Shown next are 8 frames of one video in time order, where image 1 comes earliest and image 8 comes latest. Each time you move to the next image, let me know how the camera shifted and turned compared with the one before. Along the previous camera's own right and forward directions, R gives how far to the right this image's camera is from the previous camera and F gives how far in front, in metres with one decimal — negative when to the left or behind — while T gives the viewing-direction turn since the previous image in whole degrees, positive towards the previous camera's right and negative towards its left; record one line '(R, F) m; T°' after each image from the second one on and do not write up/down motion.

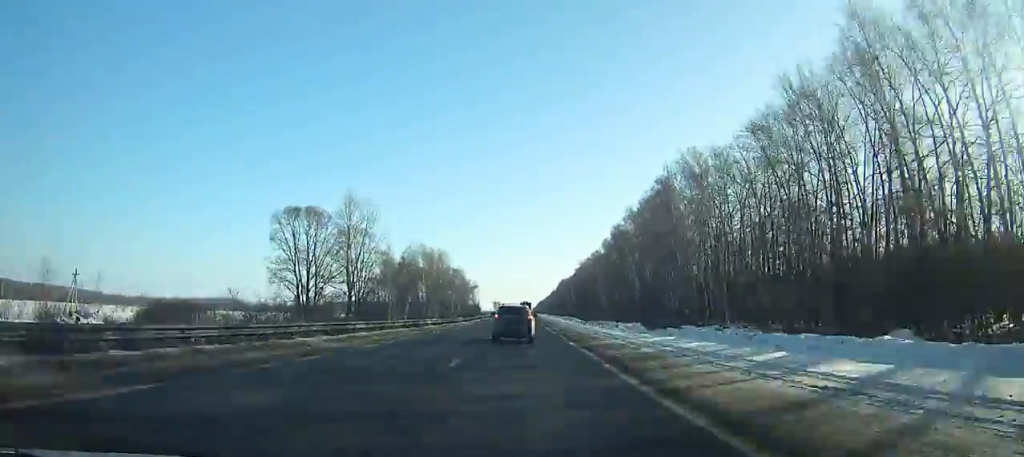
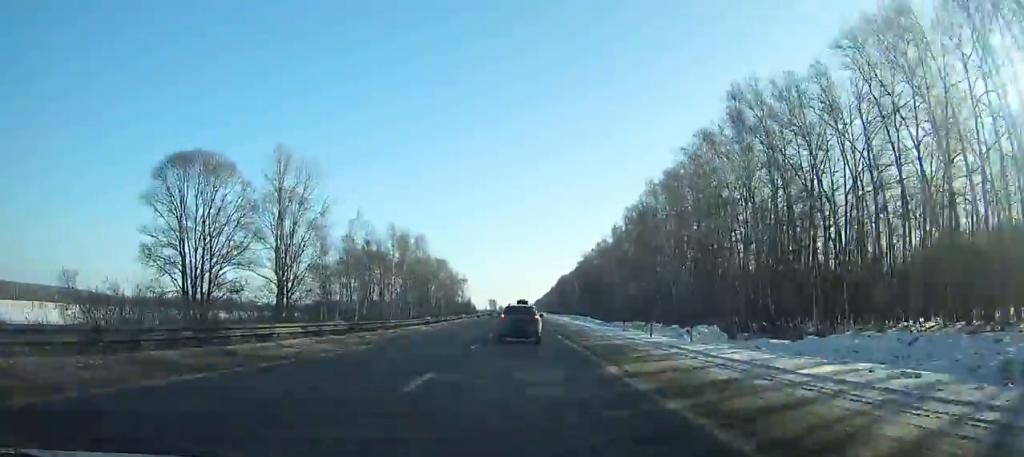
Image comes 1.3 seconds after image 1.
(0.0, +27.1) m; 0°
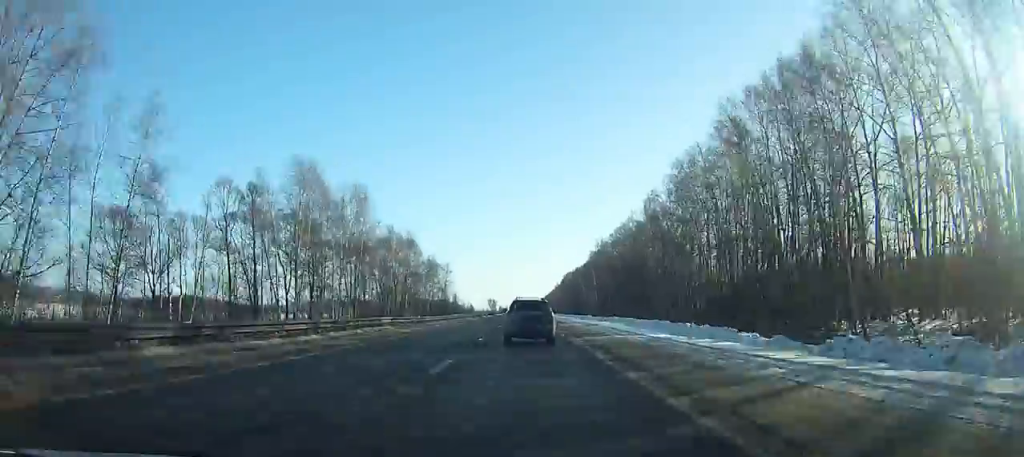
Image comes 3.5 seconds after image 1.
(+0.1, +45.1) m; 0°
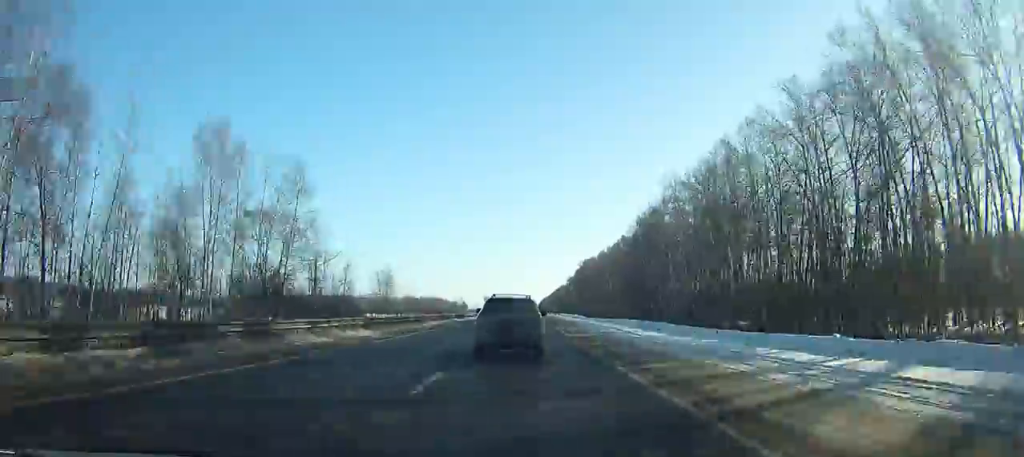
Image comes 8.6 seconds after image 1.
(-0.2, +100.7) m; 0°
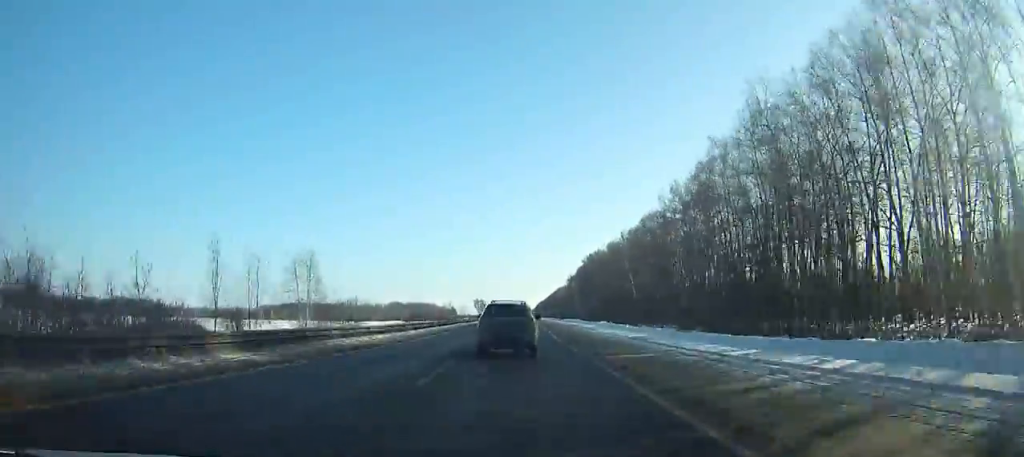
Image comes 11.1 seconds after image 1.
(-0.2, +48.0) m; 0°
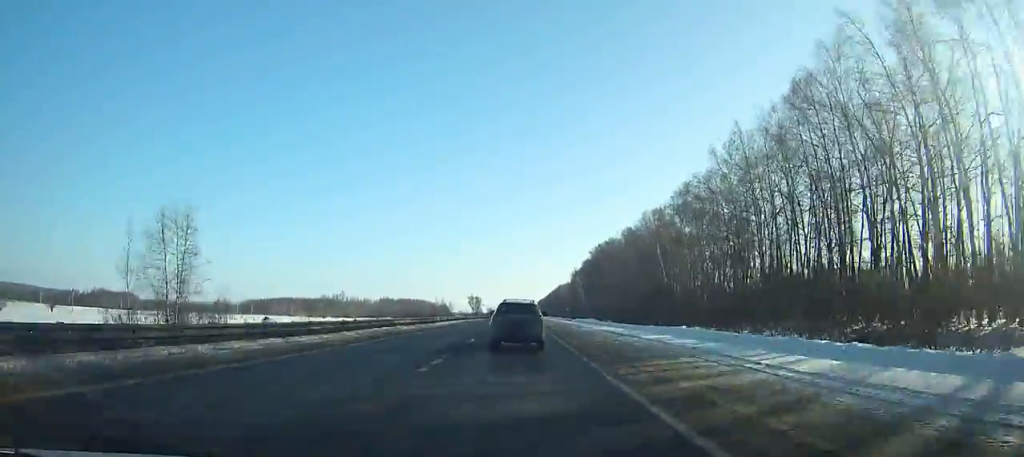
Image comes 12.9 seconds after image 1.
(+0.3, +34.8) m; 0°
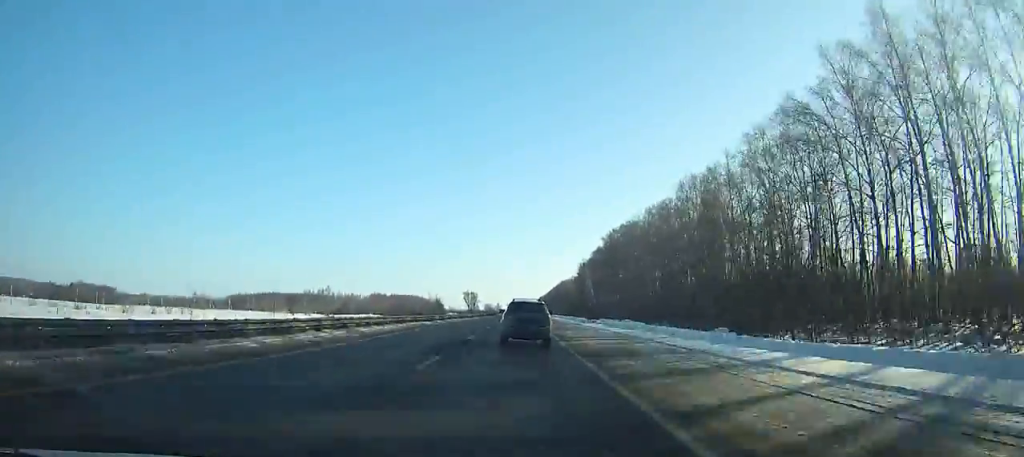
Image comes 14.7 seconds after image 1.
(+0.1, +35.1) m; 0°
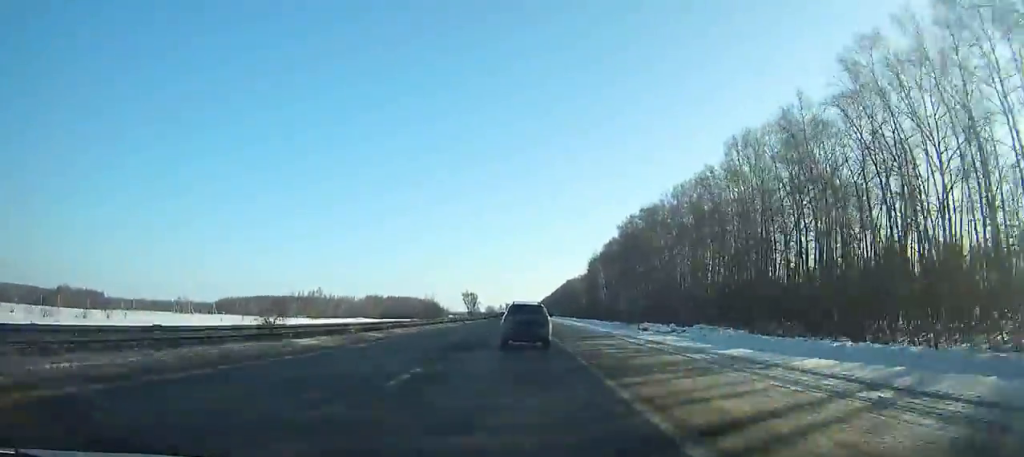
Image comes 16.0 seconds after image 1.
(0.0, +25.7) m; 0°
